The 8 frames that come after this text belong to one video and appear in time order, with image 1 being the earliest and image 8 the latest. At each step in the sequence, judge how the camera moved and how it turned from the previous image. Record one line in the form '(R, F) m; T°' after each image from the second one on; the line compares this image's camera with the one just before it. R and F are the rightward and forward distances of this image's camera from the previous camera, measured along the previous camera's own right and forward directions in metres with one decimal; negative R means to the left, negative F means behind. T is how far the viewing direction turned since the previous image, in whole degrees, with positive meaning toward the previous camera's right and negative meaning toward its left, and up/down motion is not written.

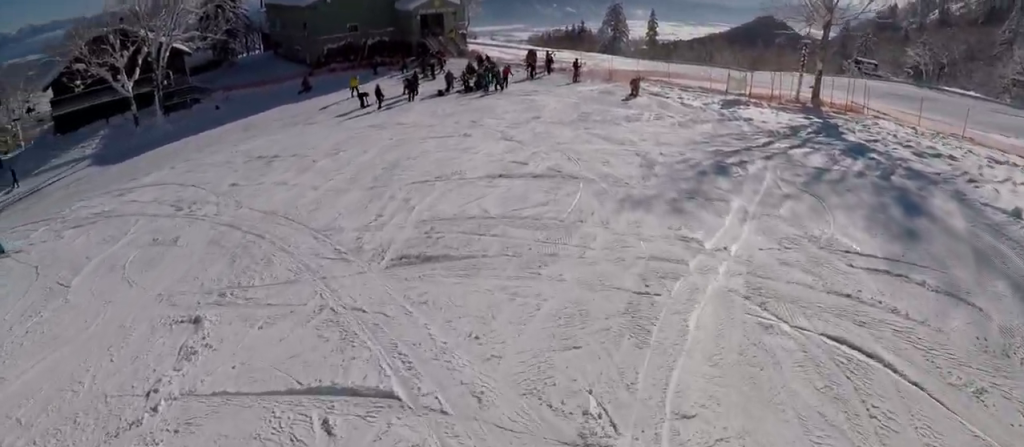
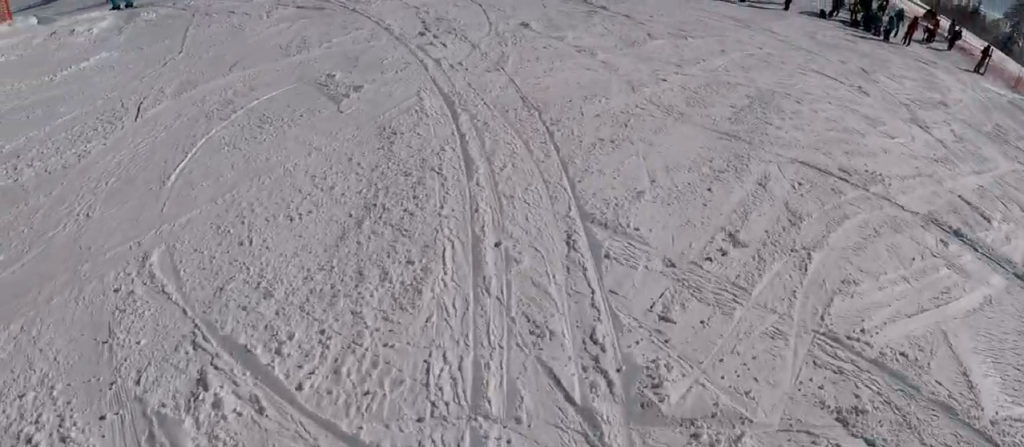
(-0.1, +4.7) m; +3°
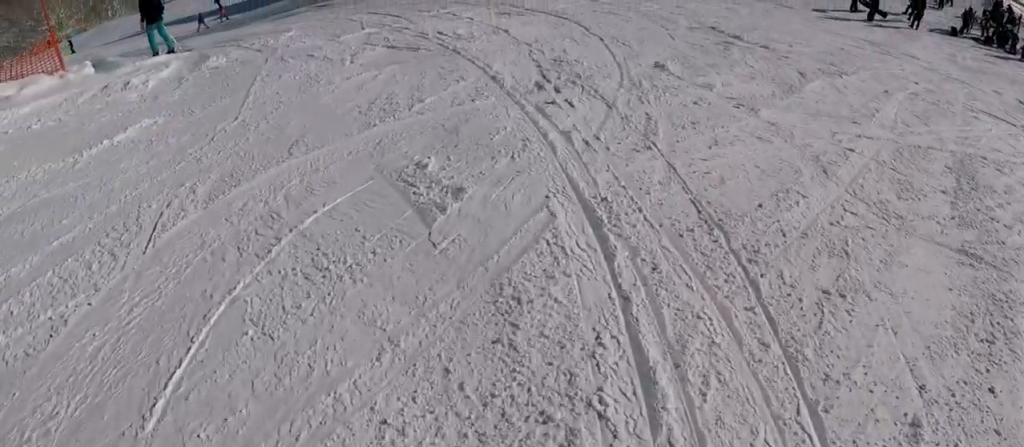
(0.0, +1.9) m; +5°
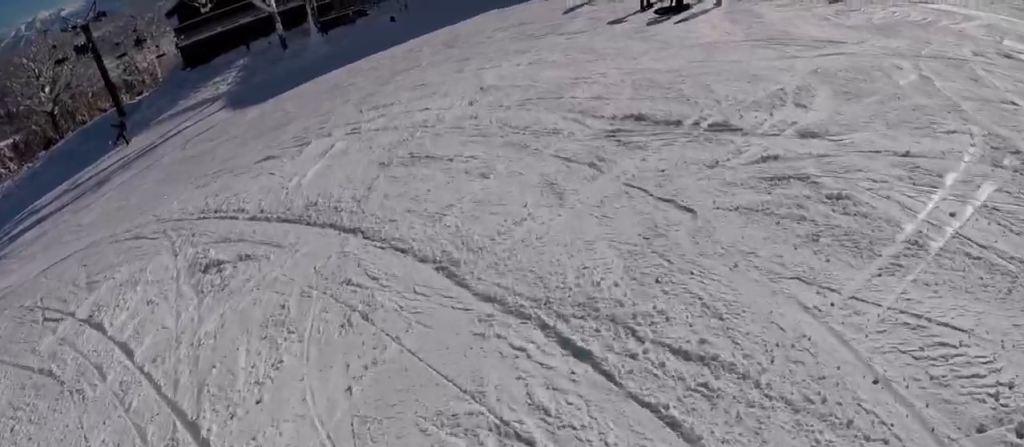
(+1.0, +8.6) m; -3°
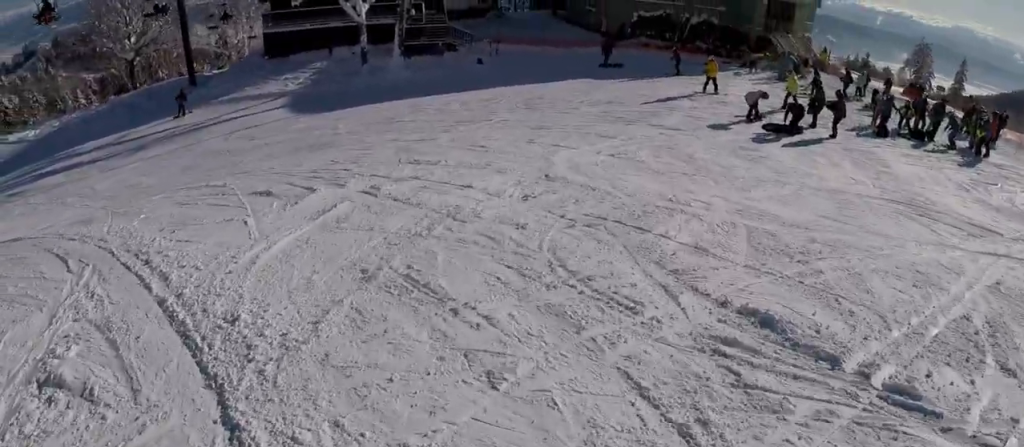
(0.0, +2.5) m; -14°
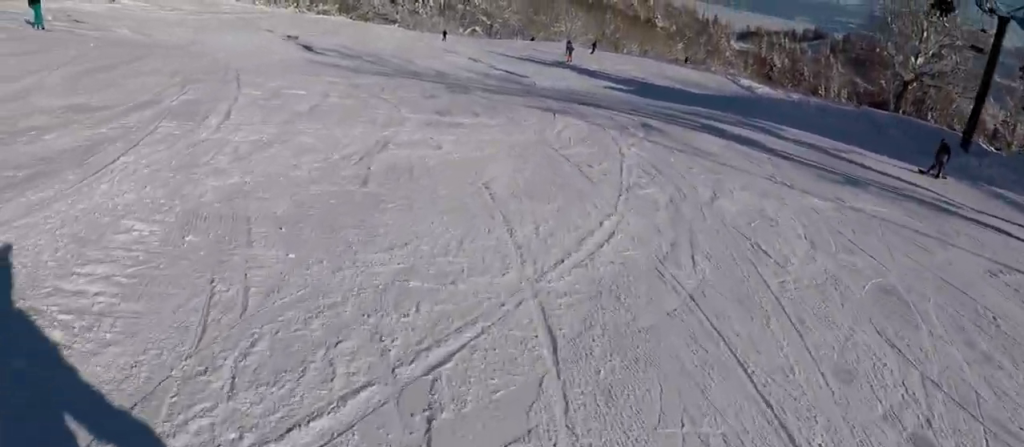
(-5.8, +9.4) m; -54°
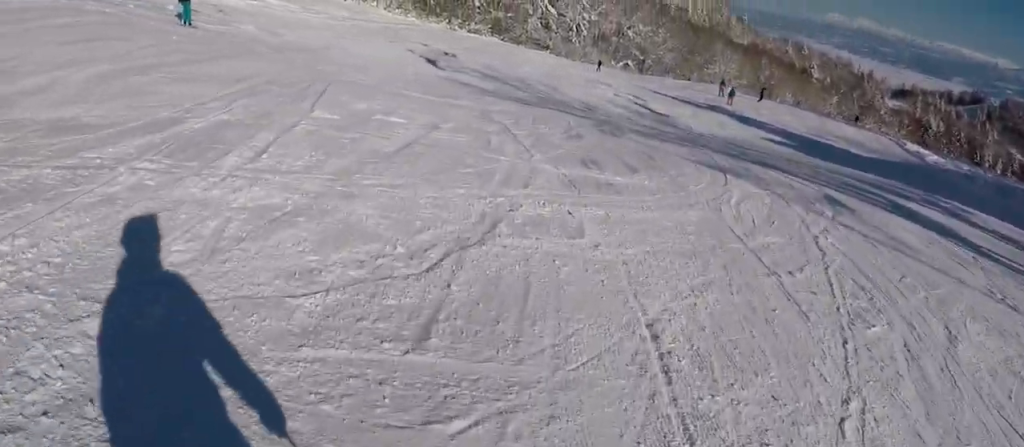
(-0.4, +2.9) m; 0°
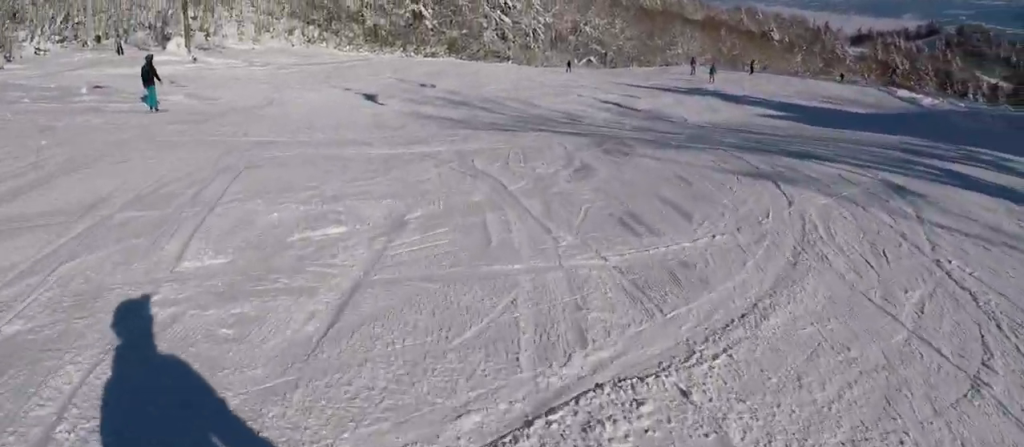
(-0.2, +3.1) m; +4°
